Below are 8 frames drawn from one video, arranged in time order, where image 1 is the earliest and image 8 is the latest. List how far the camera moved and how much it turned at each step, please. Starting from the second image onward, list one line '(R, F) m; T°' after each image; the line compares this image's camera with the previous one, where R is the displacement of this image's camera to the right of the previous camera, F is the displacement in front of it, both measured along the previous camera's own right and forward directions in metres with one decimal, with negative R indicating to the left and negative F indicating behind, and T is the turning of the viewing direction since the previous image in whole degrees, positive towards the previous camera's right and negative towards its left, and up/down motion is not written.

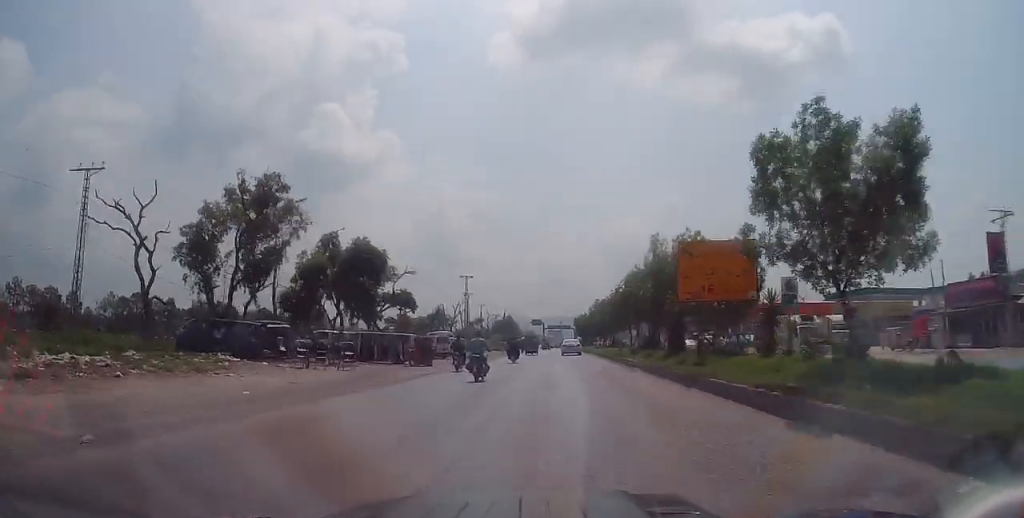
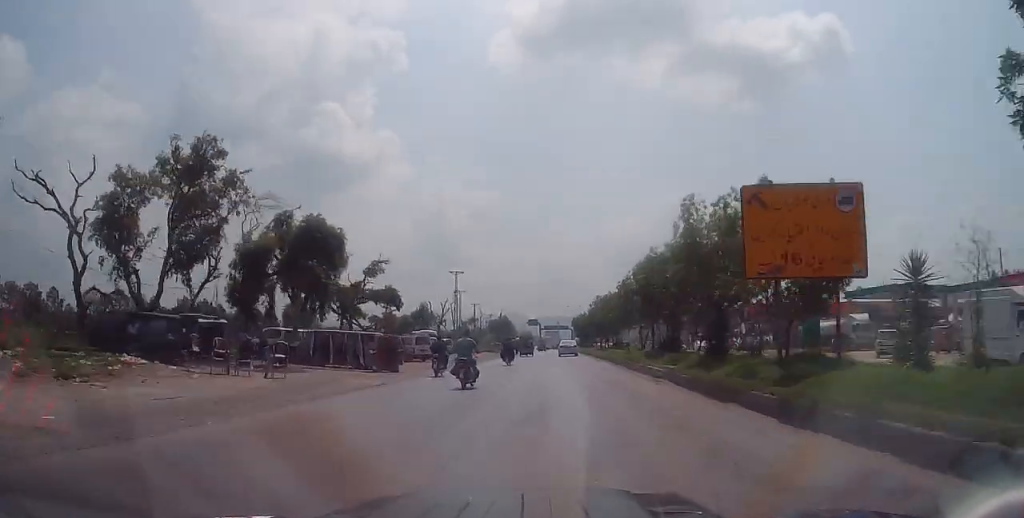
(+0.3, +7.1) m; +1°
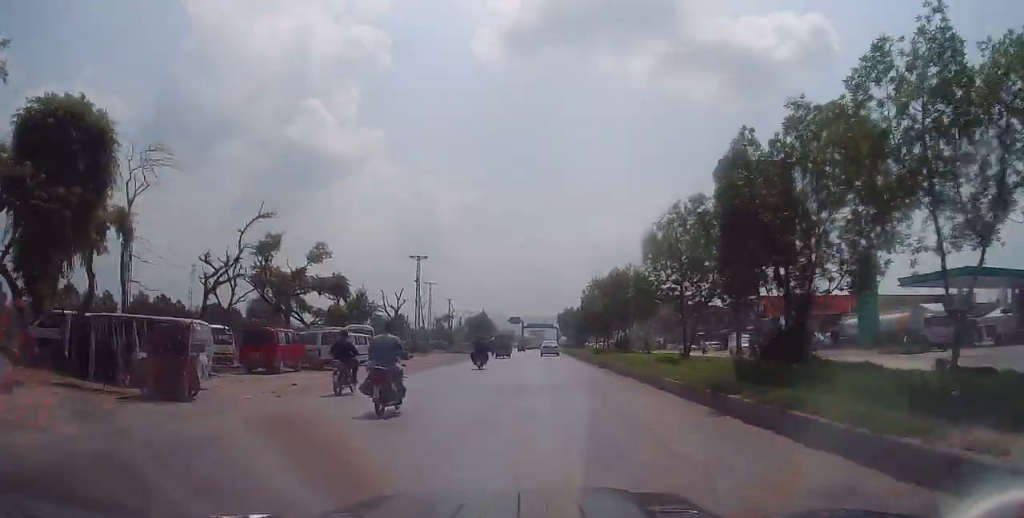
(+0.4, +16.6) m; 0°
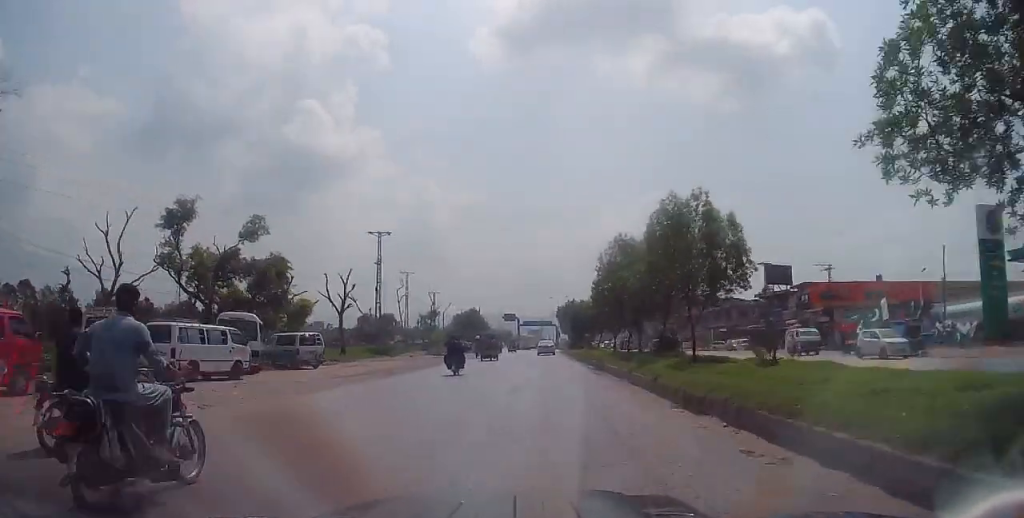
(-0.3, +17.4) m; -3°
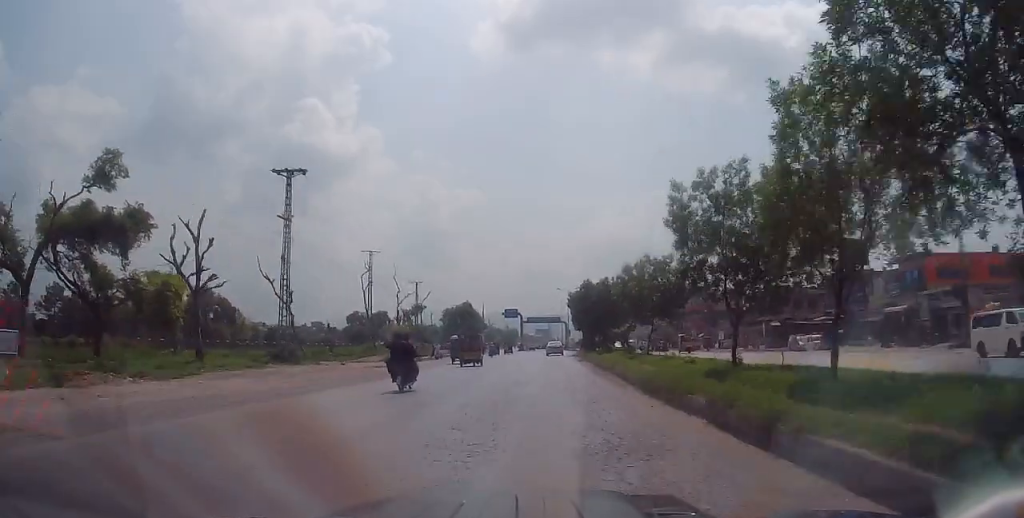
(-0.3, +23.3) m; +1°
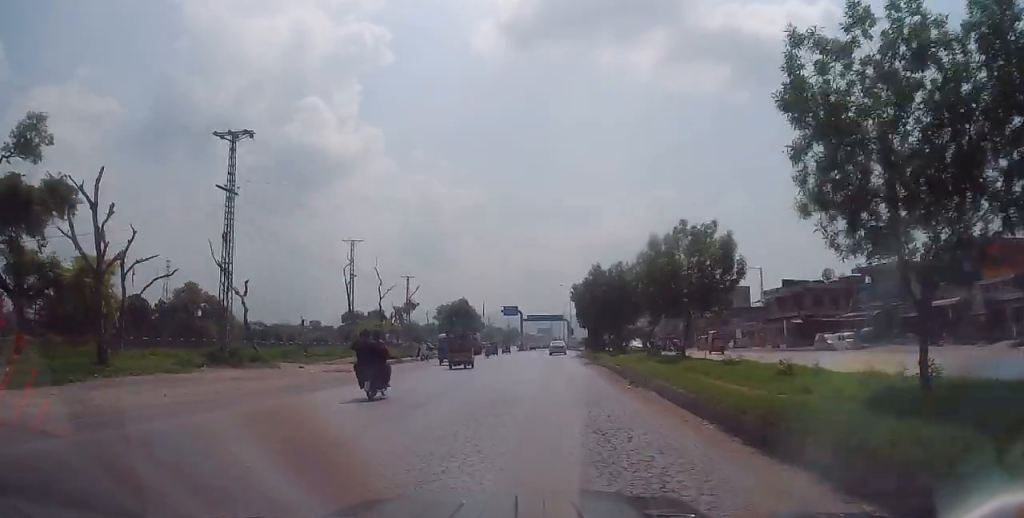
(+0.4, +7.5) m; +1°
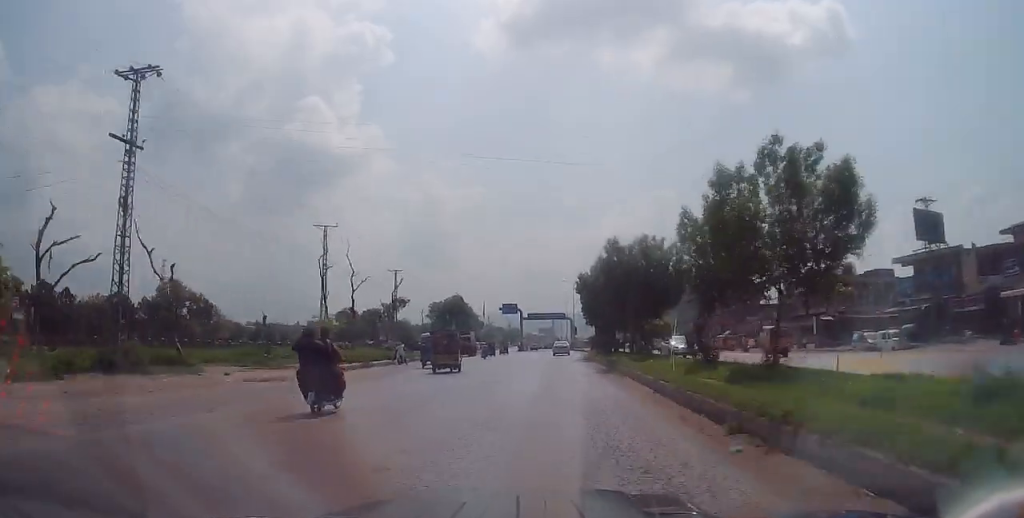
(+0.2, +8.7) m; 0°
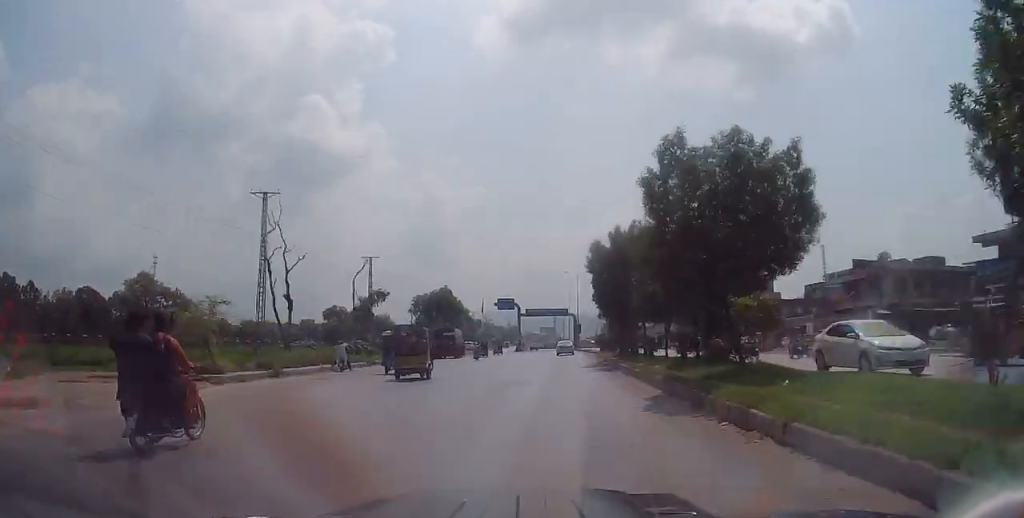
(-0.3, +13.2) m; -2°
